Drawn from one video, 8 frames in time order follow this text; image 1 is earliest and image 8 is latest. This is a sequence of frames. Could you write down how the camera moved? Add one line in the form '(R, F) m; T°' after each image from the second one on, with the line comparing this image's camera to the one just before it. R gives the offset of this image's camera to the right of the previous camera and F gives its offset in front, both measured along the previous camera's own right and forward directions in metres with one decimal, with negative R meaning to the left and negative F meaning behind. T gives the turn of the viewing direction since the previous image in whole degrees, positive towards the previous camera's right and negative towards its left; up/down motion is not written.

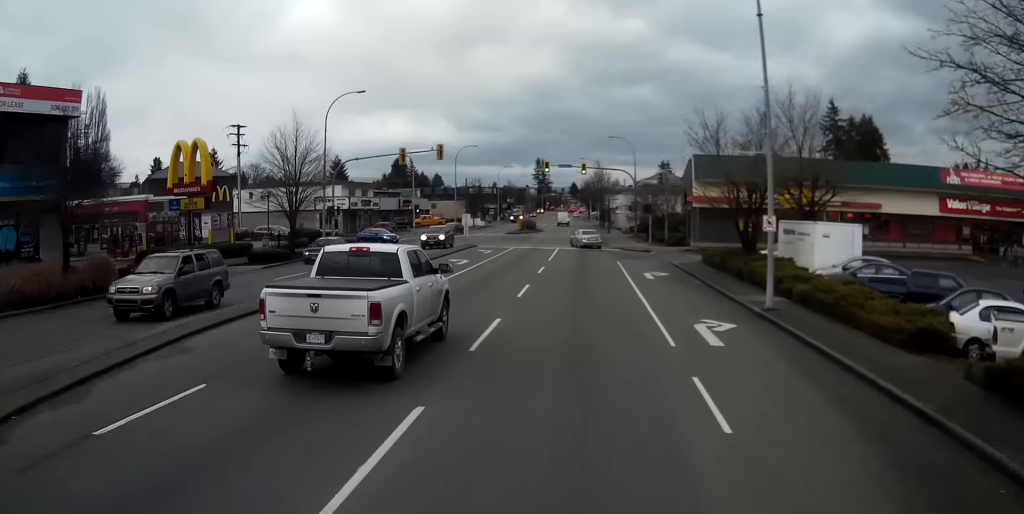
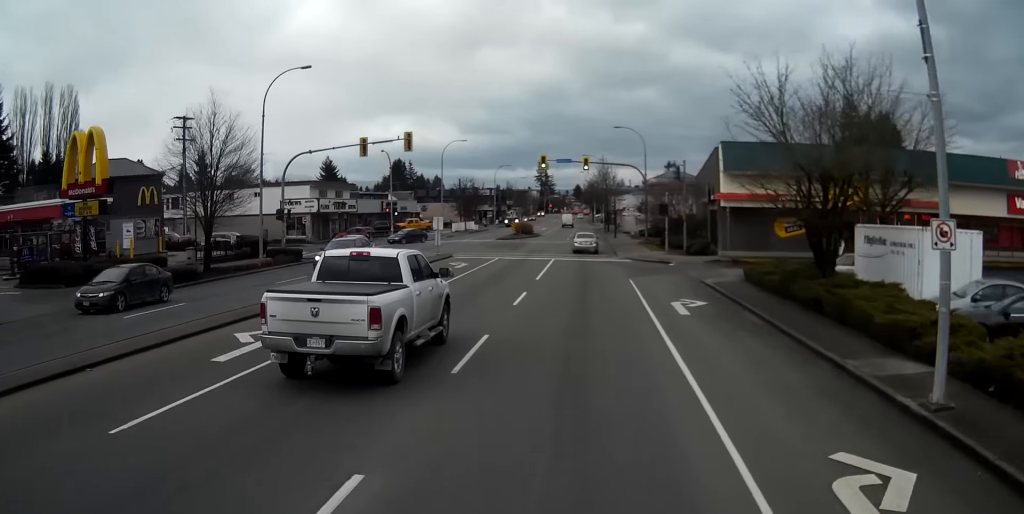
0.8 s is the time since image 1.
(0.0, +11.8) m; -1°
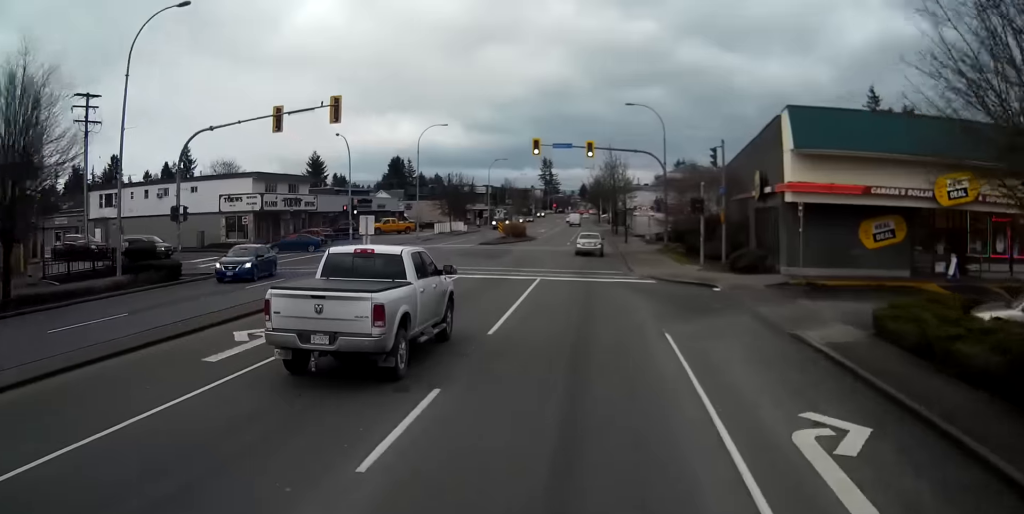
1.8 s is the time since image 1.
(-0.1, +15.6) m; 0°
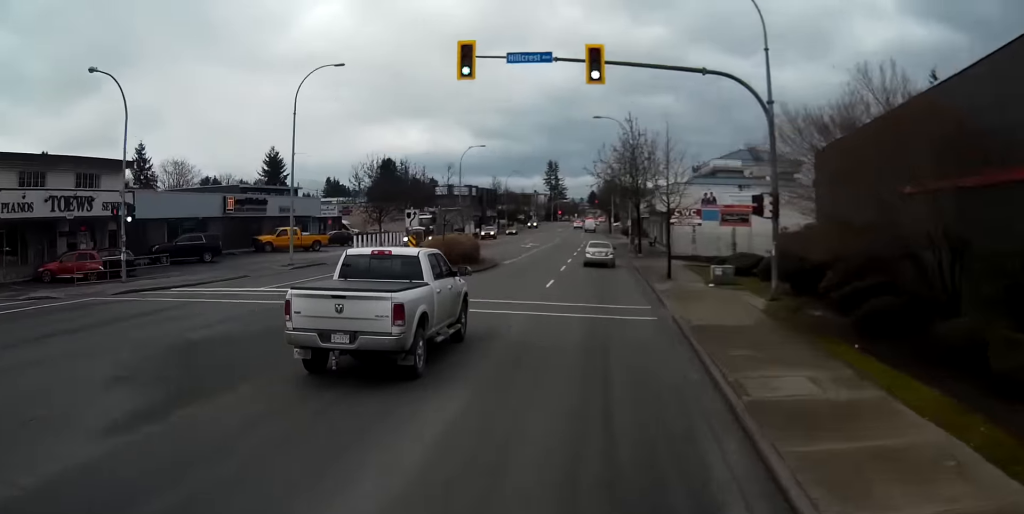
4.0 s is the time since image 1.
(+0.4, +35.0) m; +1°
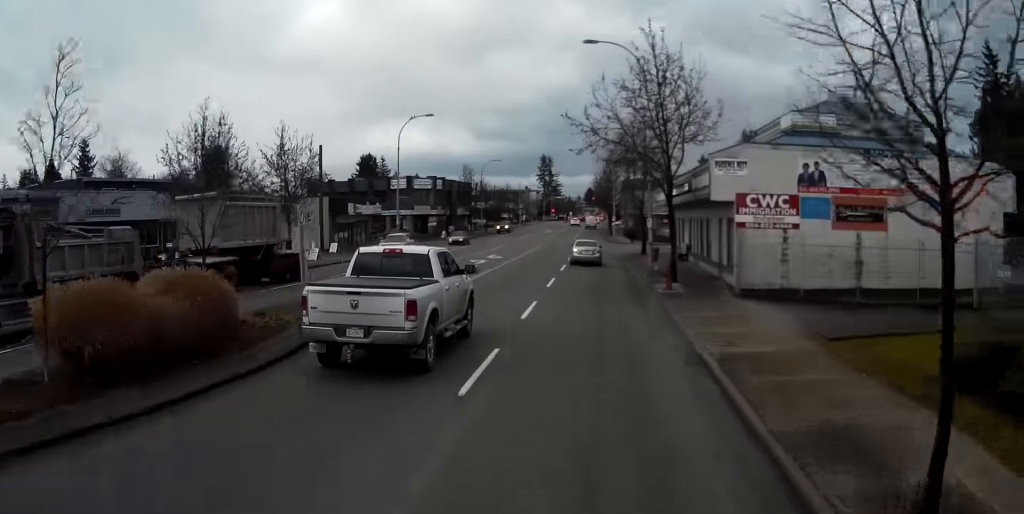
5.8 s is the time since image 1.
(+0.3, +28.3) m; +1°
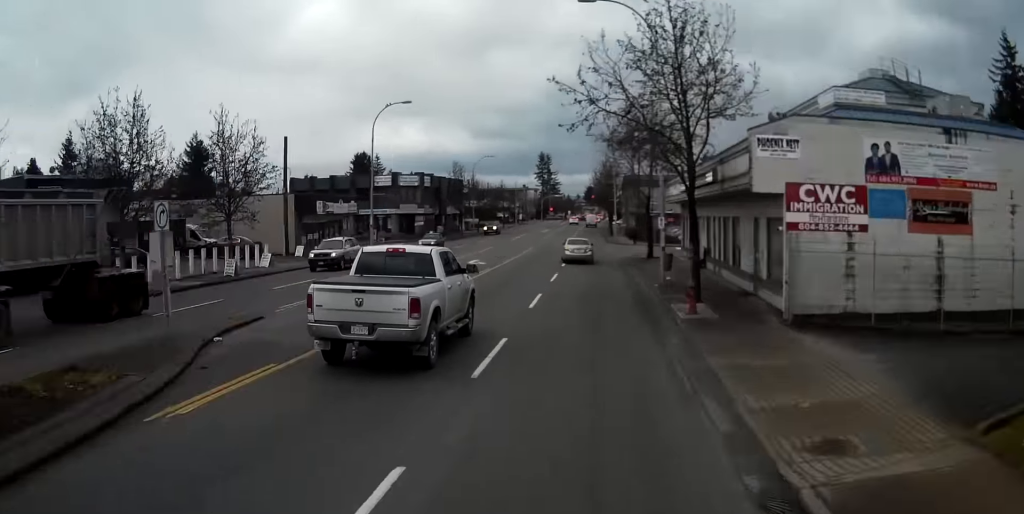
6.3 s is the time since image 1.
(0.0, +7.6) m; 0°
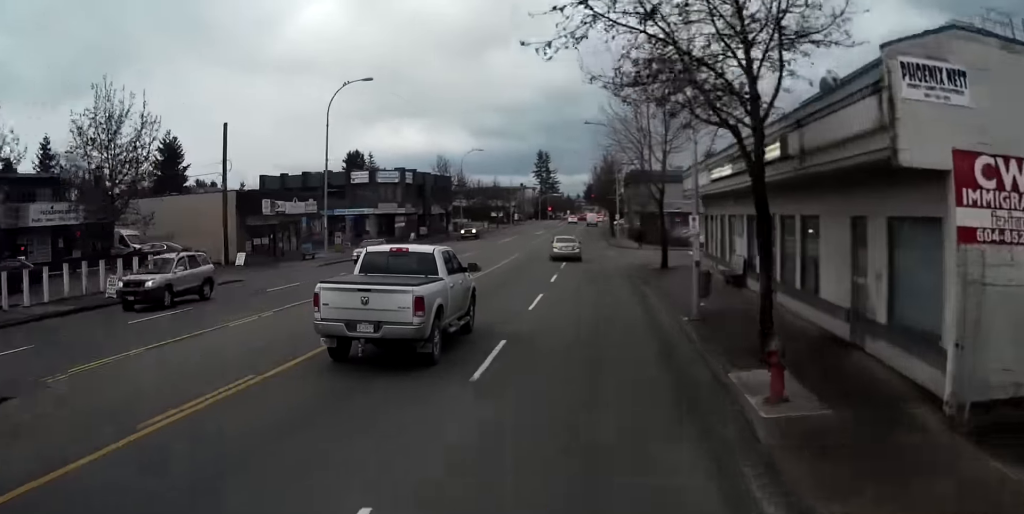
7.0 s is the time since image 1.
(0.0, +10.1) m; 0°
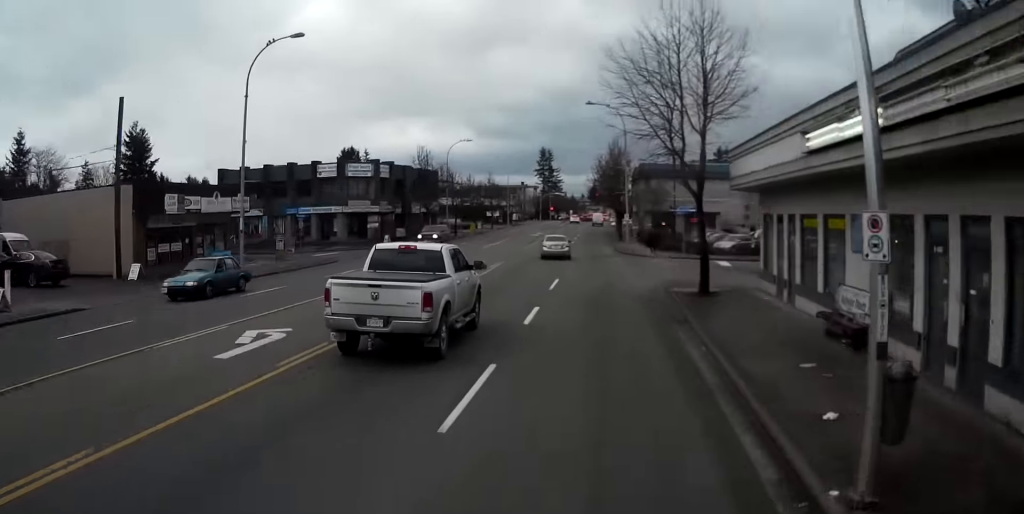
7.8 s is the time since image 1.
(0.0, +12.7) m; 0°
